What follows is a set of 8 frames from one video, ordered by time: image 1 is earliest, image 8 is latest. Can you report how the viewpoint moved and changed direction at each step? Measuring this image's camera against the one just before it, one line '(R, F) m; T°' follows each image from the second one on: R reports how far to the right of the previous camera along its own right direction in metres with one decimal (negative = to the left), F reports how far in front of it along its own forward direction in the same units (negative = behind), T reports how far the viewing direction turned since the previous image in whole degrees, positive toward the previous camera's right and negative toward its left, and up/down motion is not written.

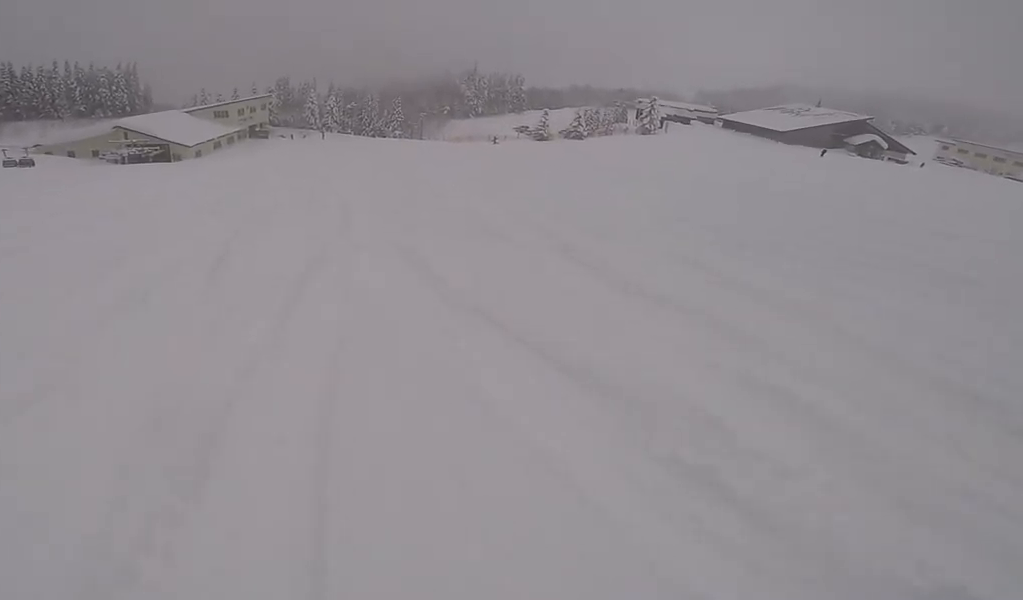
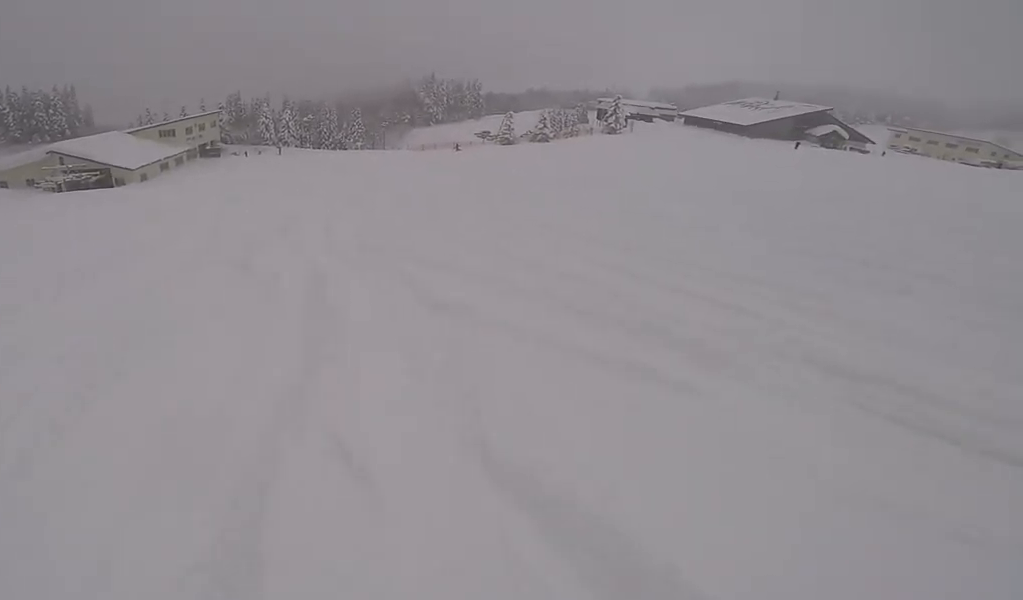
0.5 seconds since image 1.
(0.0, +5.4) m; 0°
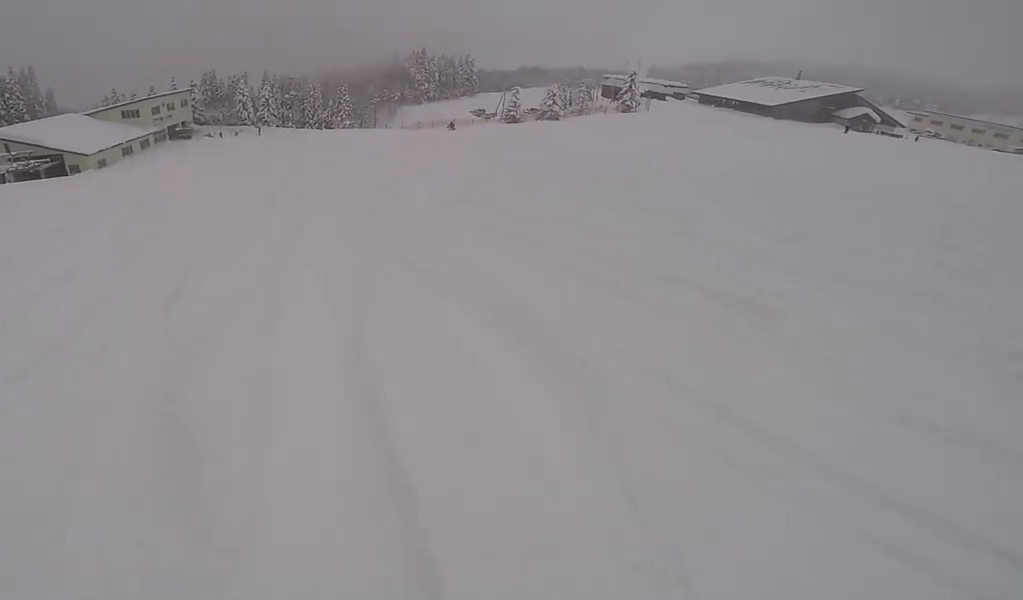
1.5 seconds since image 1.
(0.0, +9.6) m; +2°
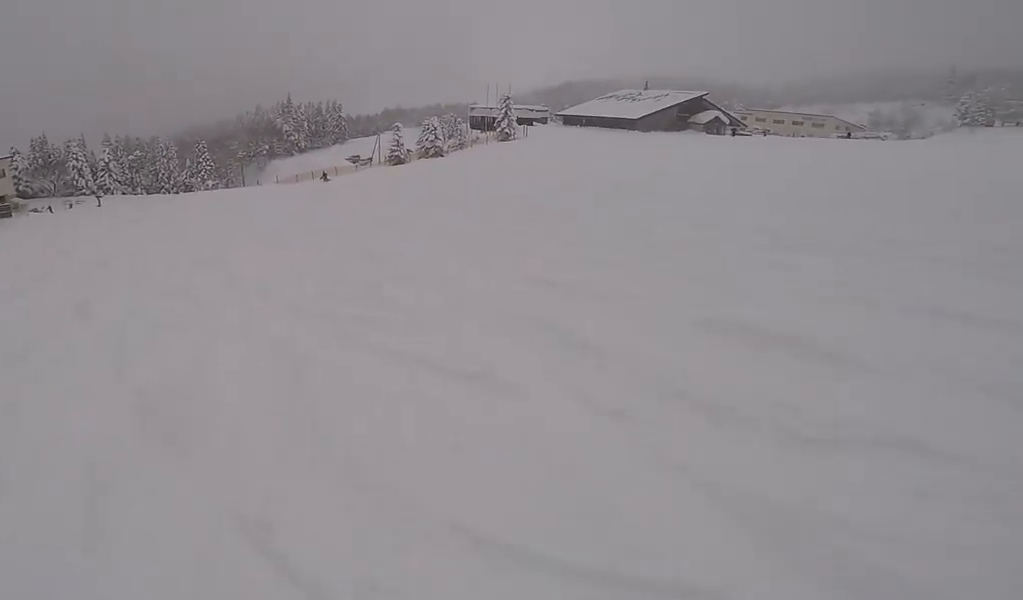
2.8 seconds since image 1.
(+1.1, +12.9) m; +6°
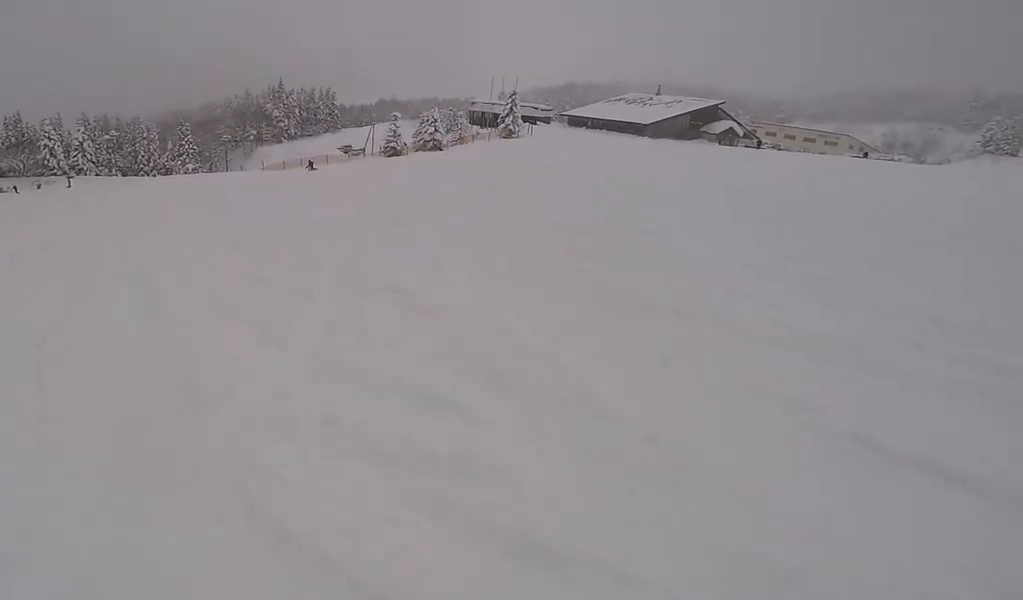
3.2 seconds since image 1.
(+0.6, +4.2) m; 0°
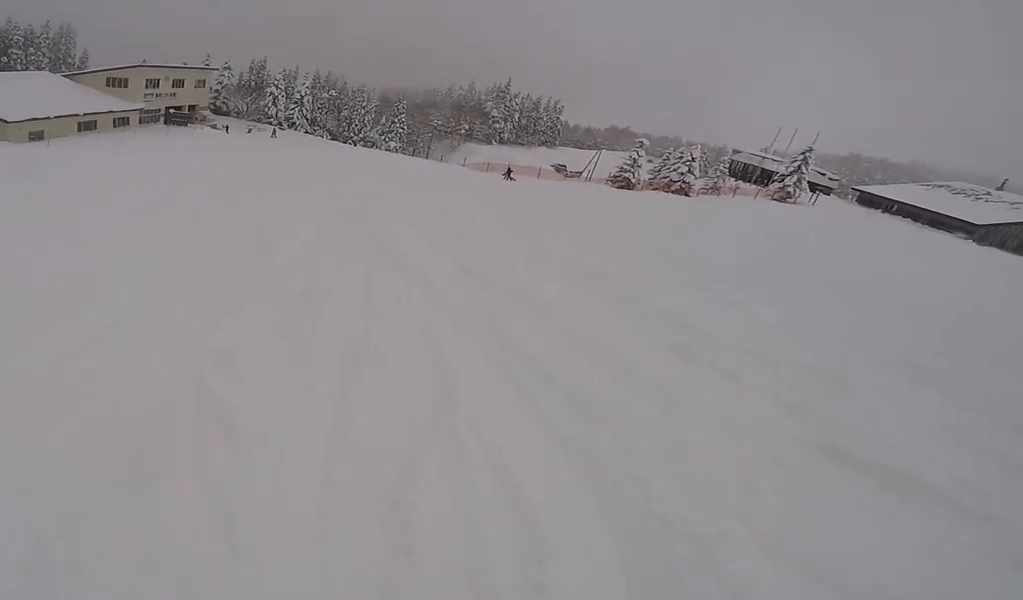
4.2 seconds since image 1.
(-1.4, +9.8) m; -19°
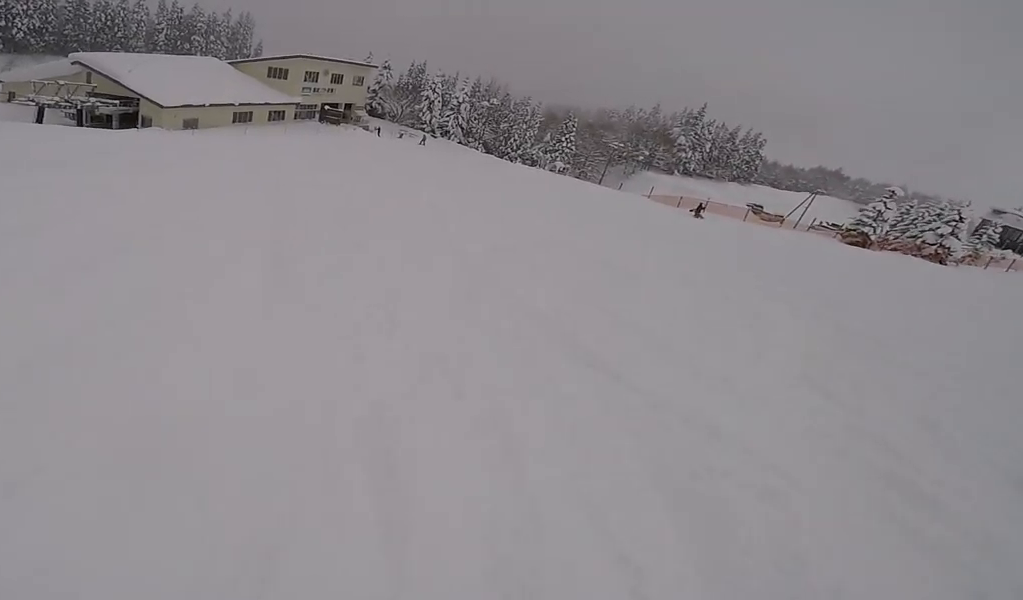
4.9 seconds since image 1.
(-1.3, +6.6) m; -12°
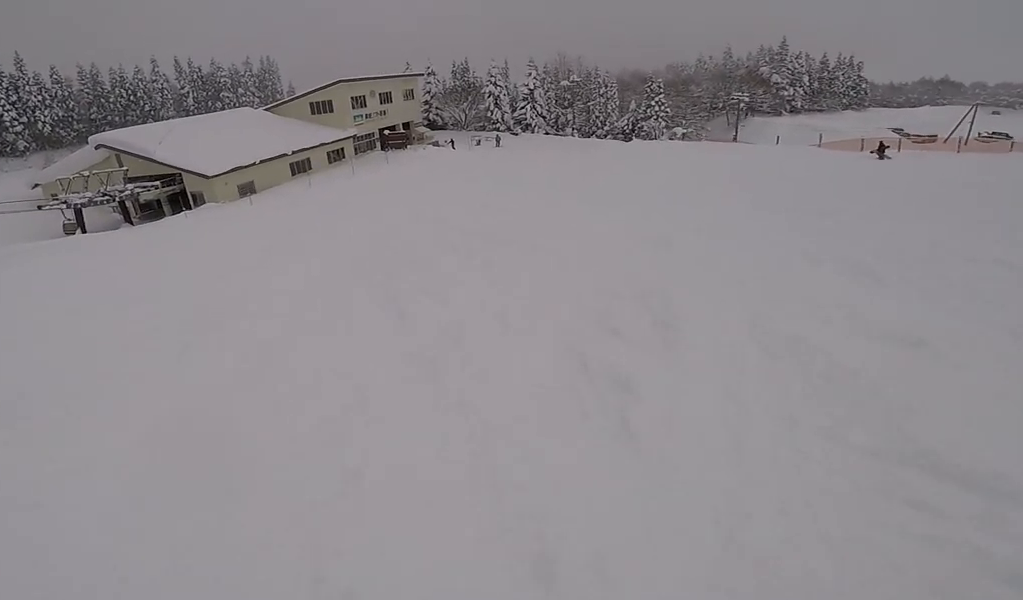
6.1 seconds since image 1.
(-1.4, +10.6) m; -4°
